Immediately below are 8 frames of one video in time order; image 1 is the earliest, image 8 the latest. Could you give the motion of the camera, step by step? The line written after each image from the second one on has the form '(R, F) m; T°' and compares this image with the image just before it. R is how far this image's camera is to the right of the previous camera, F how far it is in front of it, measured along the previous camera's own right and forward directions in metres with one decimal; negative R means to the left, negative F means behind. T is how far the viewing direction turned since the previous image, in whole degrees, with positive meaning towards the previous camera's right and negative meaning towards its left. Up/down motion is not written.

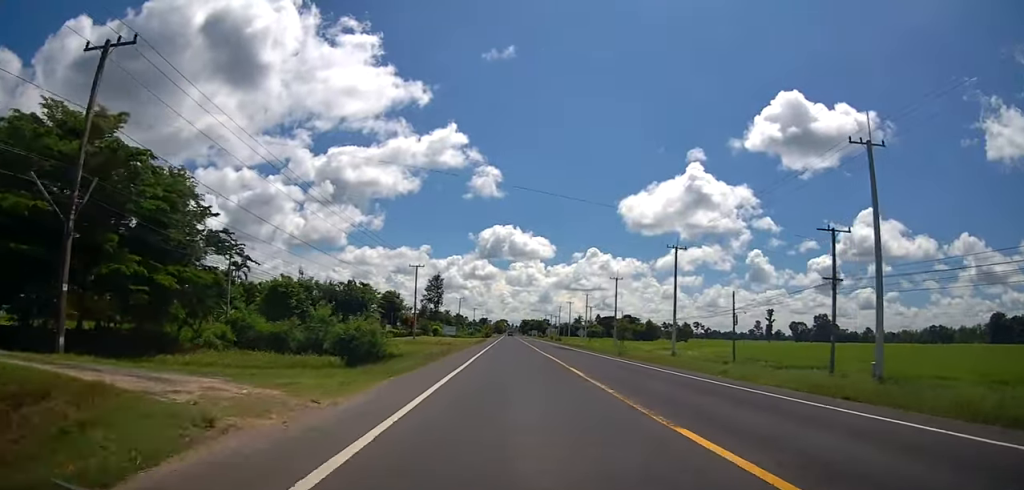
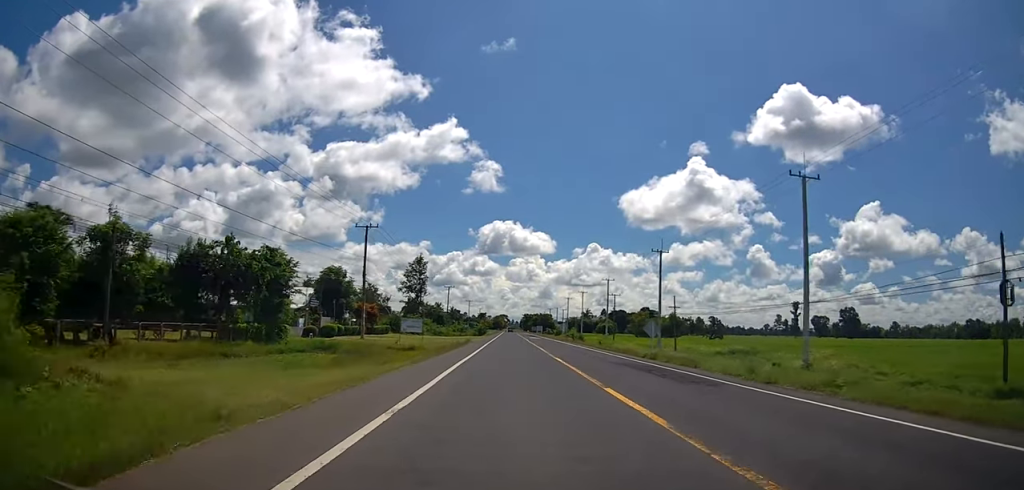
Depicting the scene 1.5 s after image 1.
(-1.2, +32.0) m; -1°
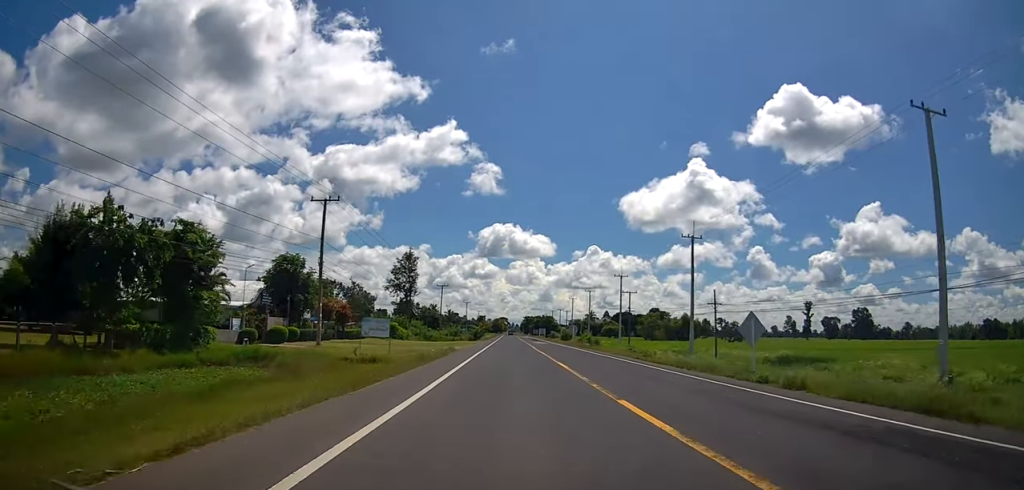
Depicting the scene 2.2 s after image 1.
(0.0, +13.7) m; +1°
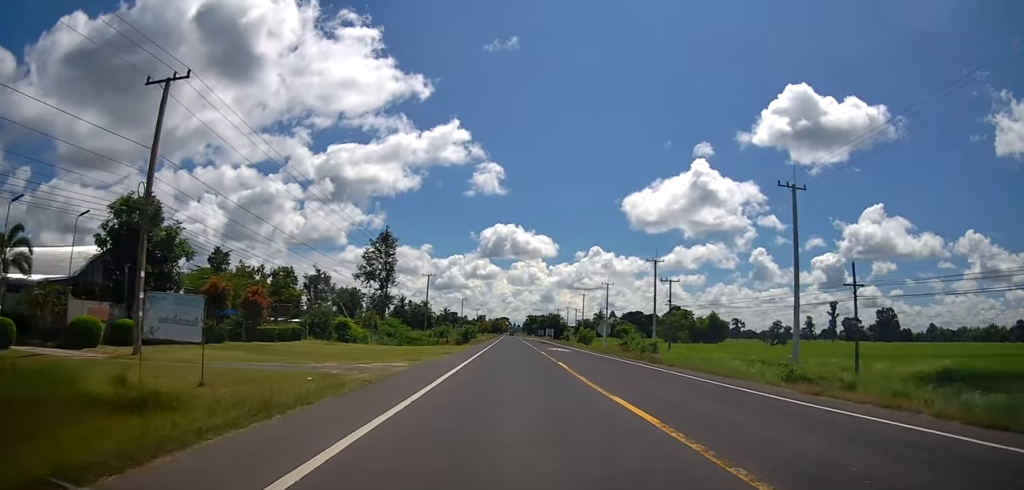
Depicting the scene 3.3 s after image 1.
(+0.6, +23.6) m; 0°
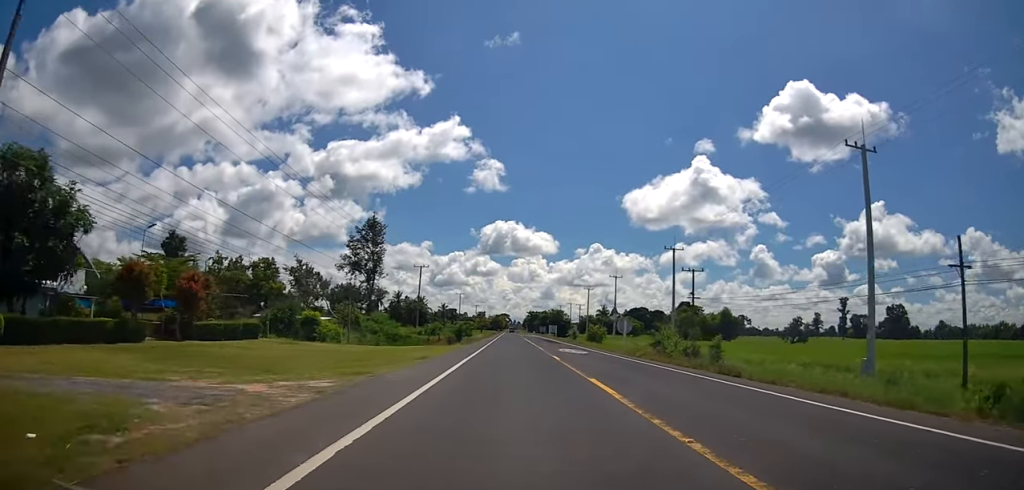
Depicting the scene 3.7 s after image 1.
(-0.4, +9.1) m; 0°
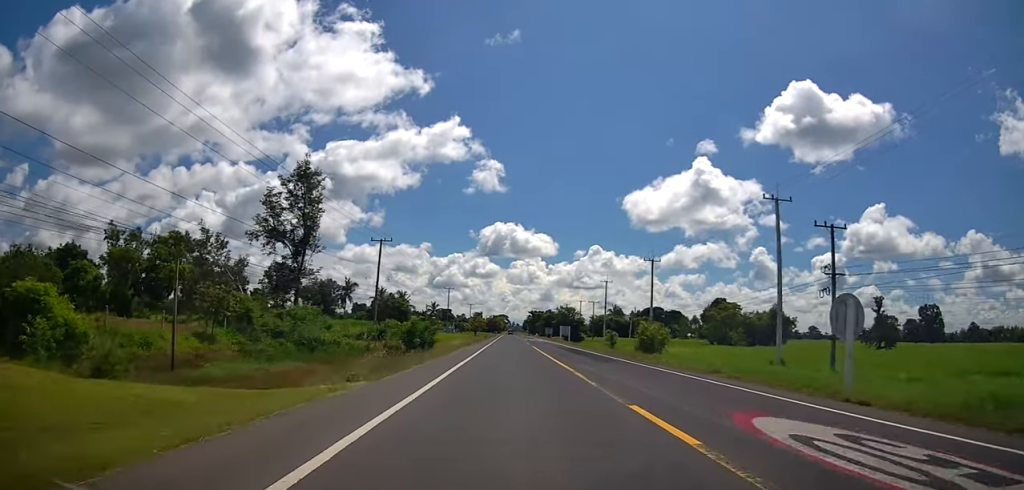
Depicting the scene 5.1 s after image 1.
(+0.5, +29.2) m; 0°
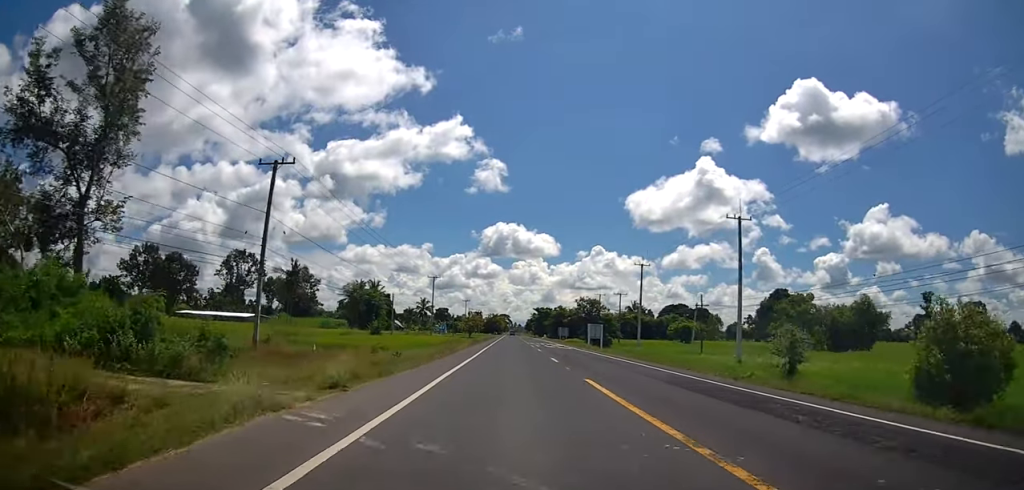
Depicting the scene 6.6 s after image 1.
(-1.3, +31.7) m; -1°
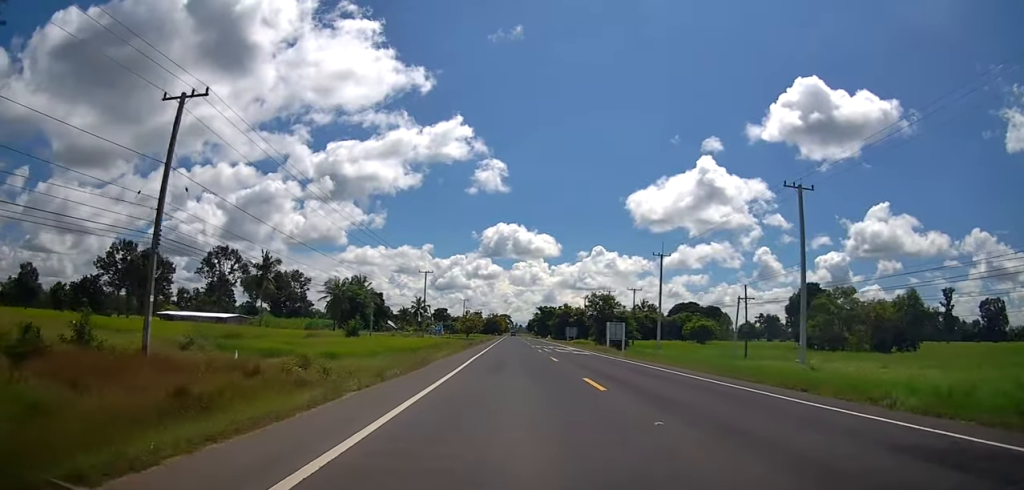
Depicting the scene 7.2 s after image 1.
(-0.1, +11.4) m; +1°
